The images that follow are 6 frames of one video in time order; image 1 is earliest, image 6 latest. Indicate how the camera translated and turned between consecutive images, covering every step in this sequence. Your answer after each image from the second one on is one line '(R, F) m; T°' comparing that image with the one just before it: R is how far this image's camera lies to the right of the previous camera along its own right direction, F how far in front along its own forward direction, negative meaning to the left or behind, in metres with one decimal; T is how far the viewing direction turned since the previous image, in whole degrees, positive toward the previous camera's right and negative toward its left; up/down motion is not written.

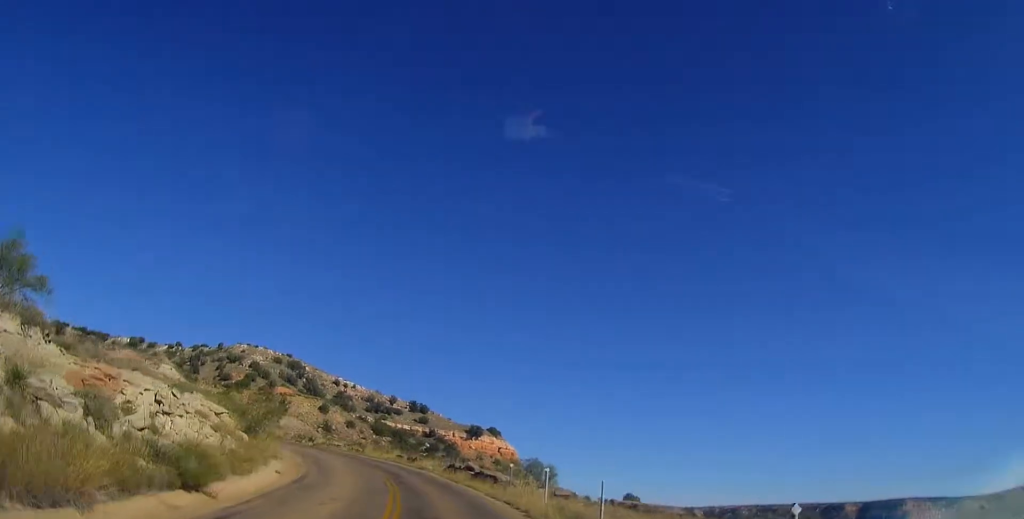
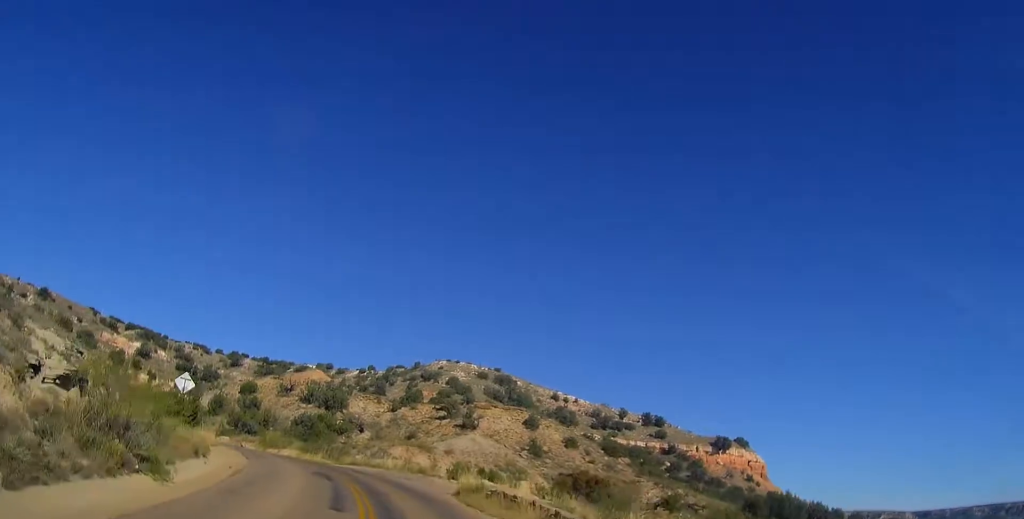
(-4.6, +39.0) m; -15°
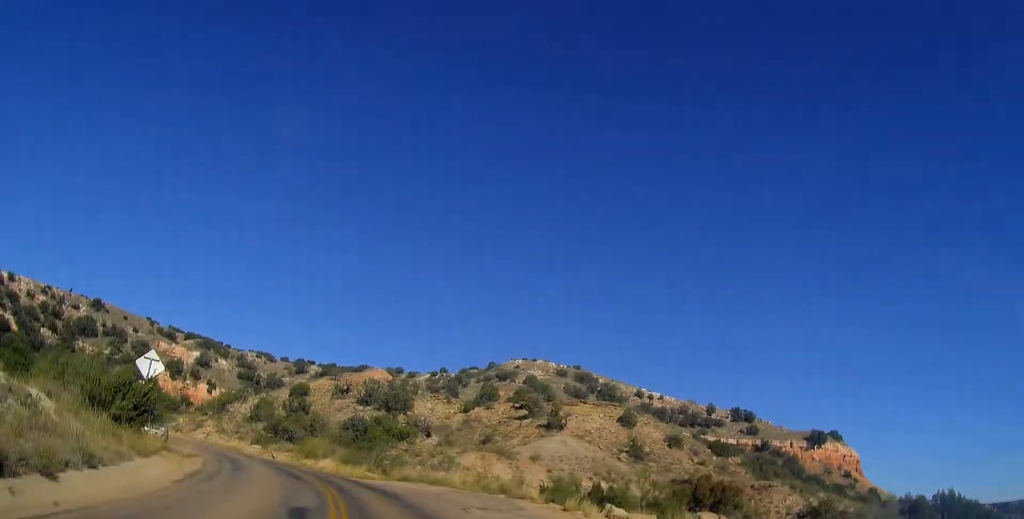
(-1.0, +12.7) m; -11°
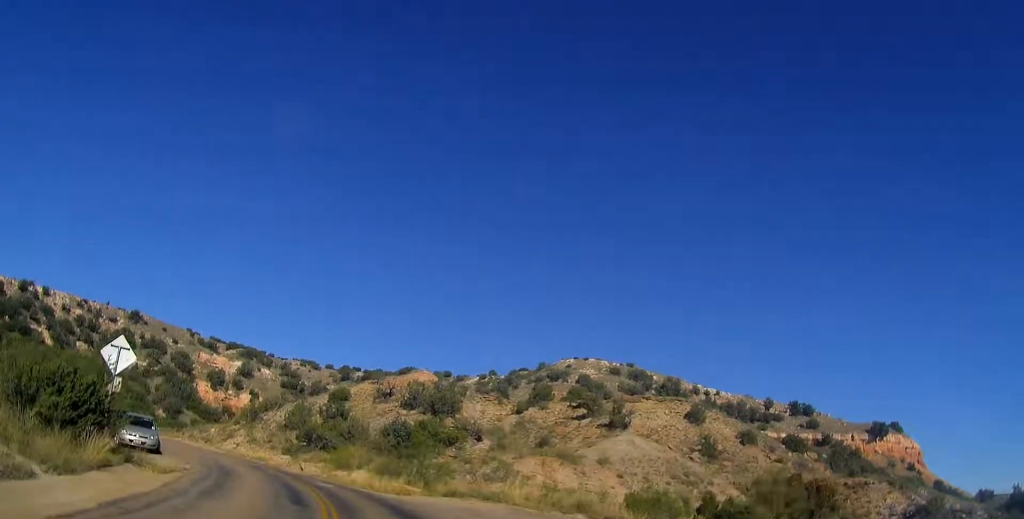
(-0.6, +6.0) m; -5°
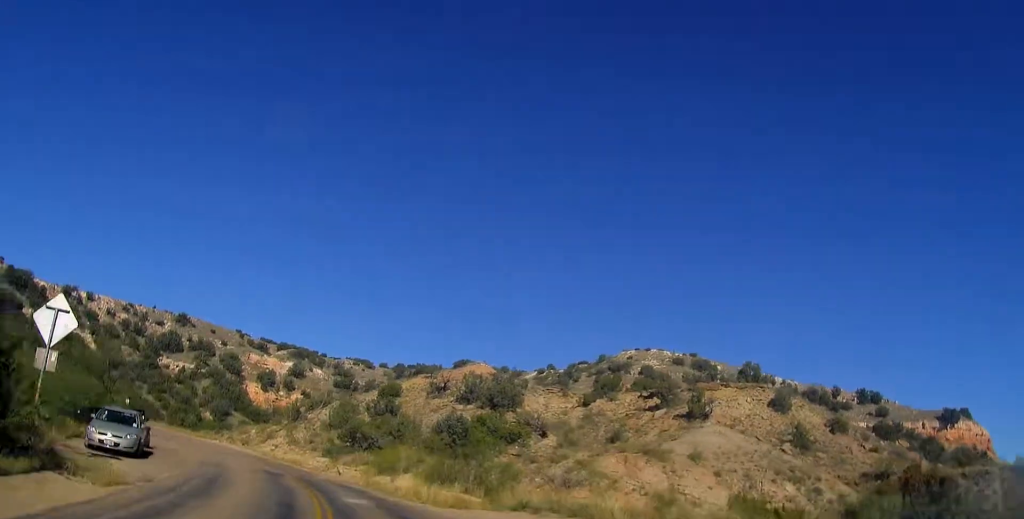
(-0.3, +6.5) m; -5°
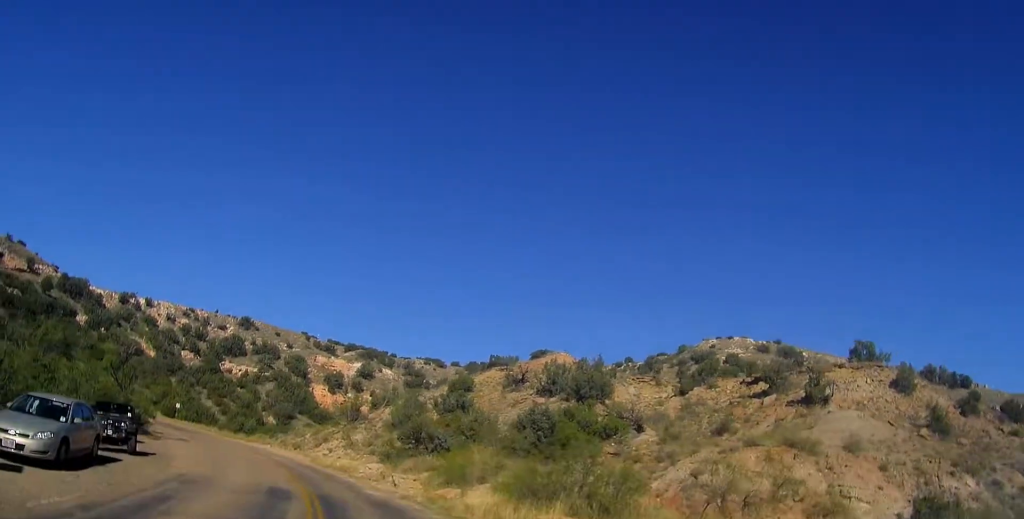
(-0.3, +8.3) m; -7°
